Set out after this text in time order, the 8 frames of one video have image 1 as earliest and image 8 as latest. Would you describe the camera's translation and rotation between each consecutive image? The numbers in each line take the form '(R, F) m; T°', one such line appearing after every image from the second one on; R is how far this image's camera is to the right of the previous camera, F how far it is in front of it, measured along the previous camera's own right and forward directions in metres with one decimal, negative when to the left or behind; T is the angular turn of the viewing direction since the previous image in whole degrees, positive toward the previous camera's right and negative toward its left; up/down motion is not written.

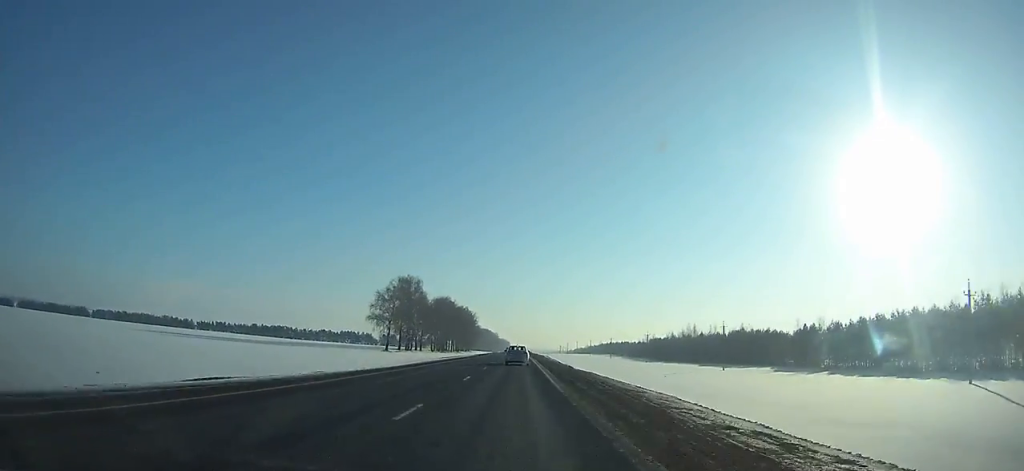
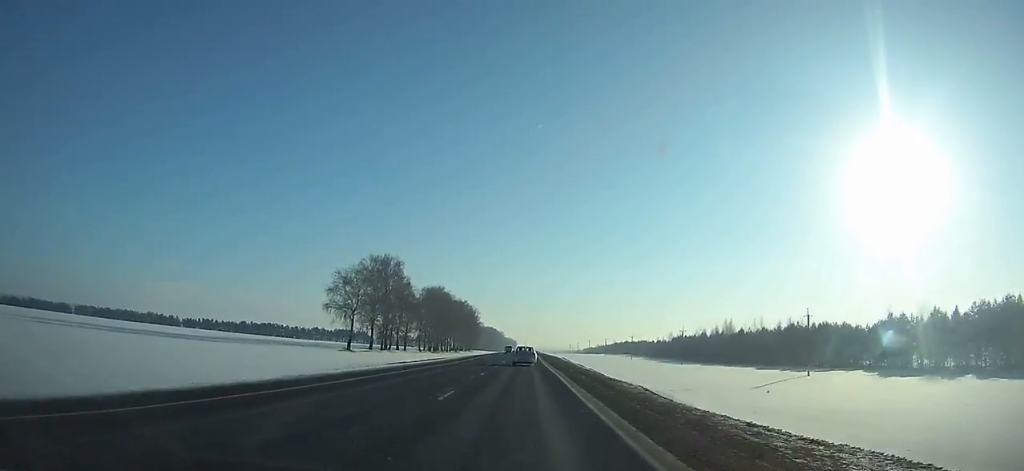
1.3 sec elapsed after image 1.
(0.0, +31.9) m; 0°
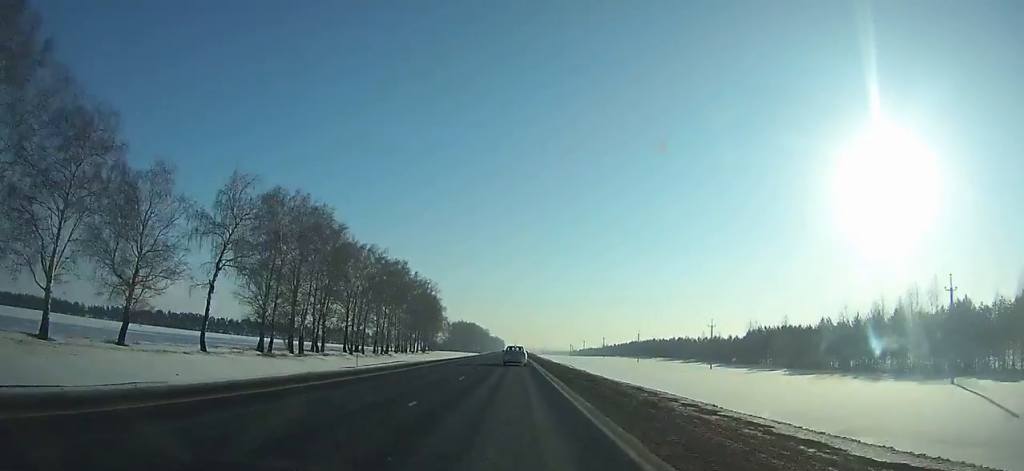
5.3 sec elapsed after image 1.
(-0.2, +97.6) m; 0°
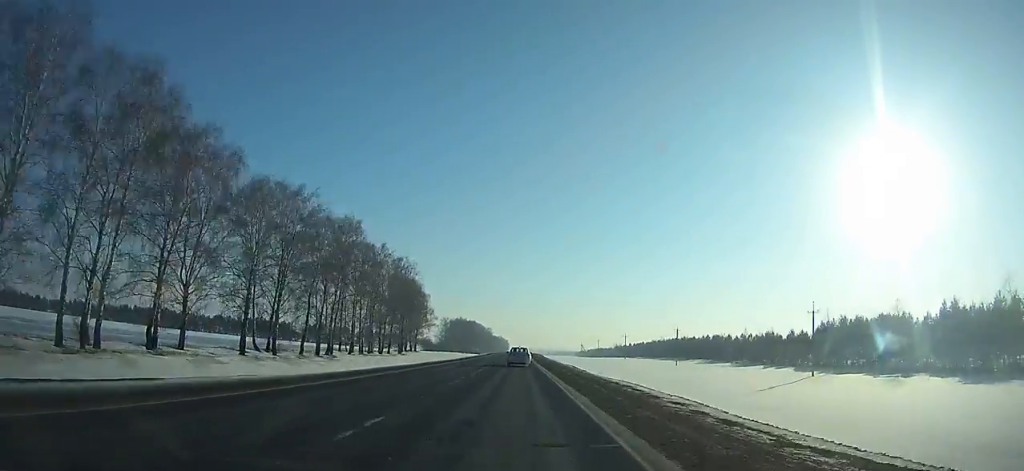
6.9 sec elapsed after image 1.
(-0.1, +38.8) m; 0°
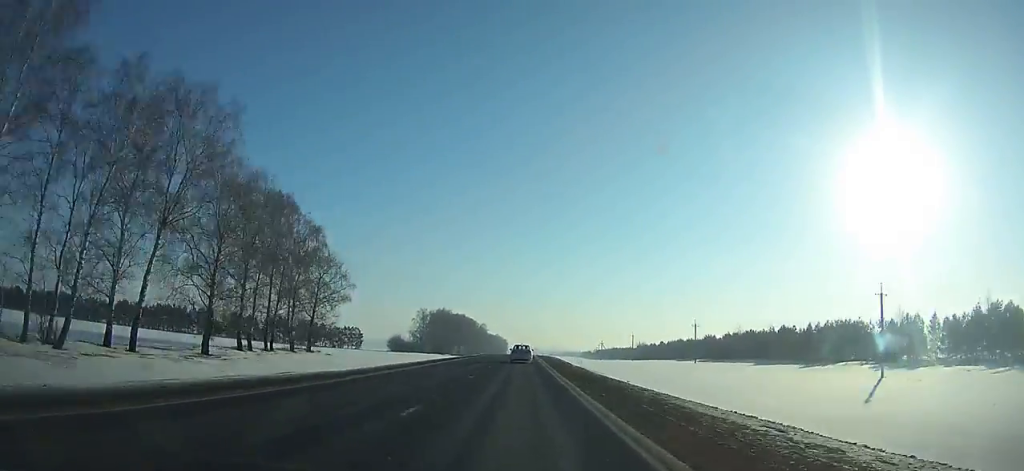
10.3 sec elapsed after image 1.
(-0.1, +81.6) m; 0°
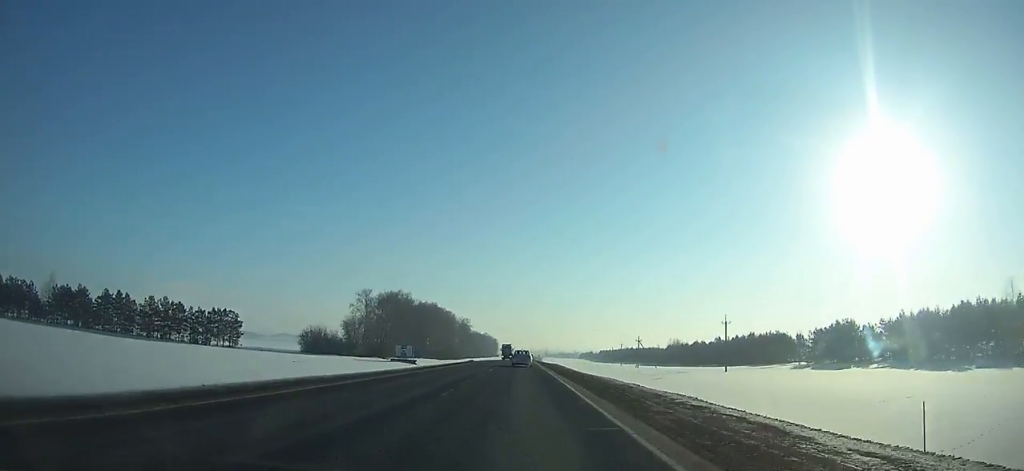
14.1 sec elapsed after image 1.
(+0.5, +90.5) m; +1°
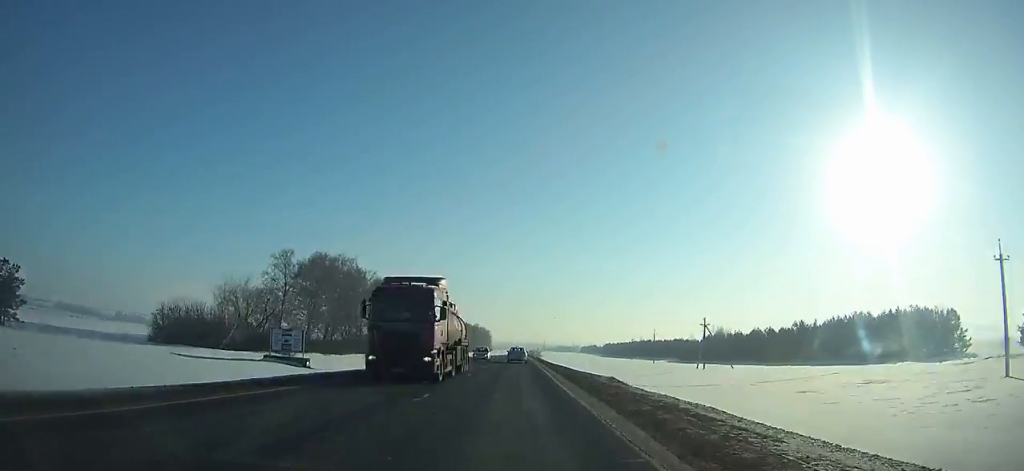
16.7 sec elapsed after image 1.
(+0.2, +61.9) m; 0°
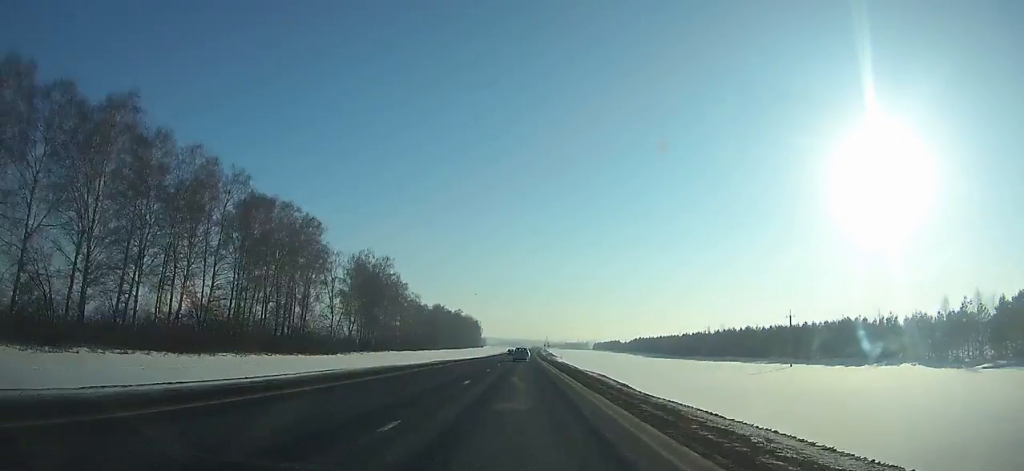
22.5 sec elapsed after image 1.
(+0.5, +139.6) m; 0°
